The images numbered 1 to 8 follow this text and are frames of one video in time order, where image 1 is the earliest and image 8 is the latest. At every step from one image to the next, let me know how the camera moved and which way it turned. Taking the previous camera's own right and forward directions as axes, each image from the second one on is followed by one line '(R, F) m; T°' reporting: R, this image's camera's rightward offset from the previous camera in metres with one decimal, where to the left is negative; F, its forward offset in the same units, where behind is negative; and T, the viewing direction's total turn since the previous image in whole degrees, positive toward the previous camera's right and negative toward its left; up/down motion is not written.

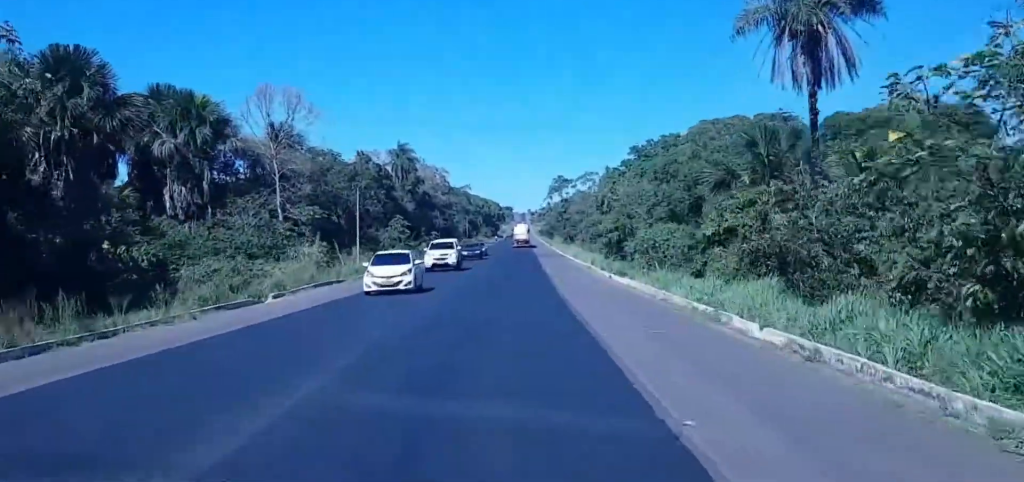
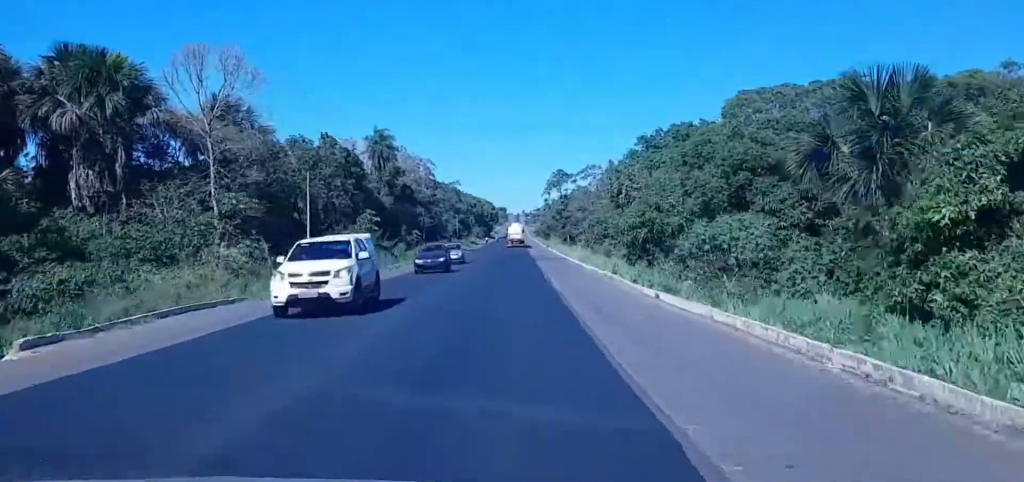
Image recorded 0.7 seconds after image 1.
(-0.6, +18.6) m; -1°
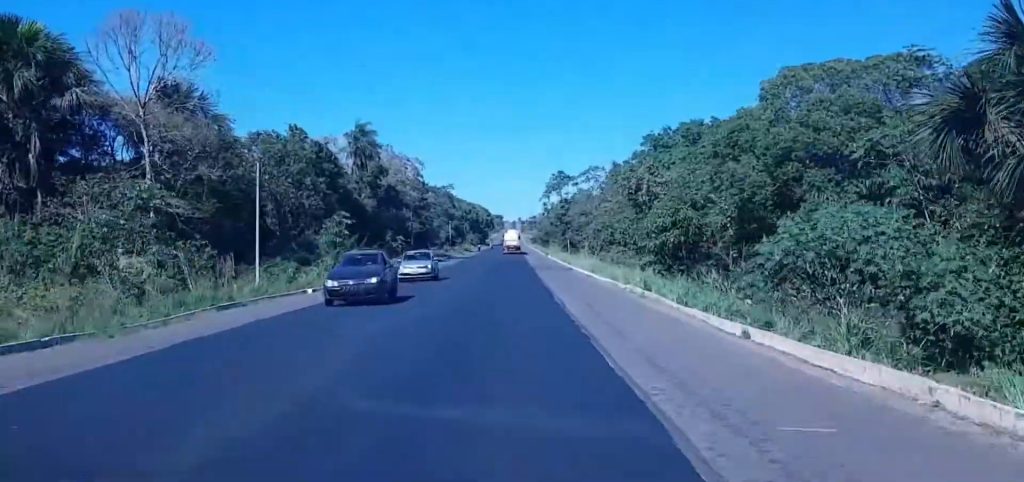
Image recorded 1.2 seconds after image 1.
(-0.2, +12.6) m; -1°
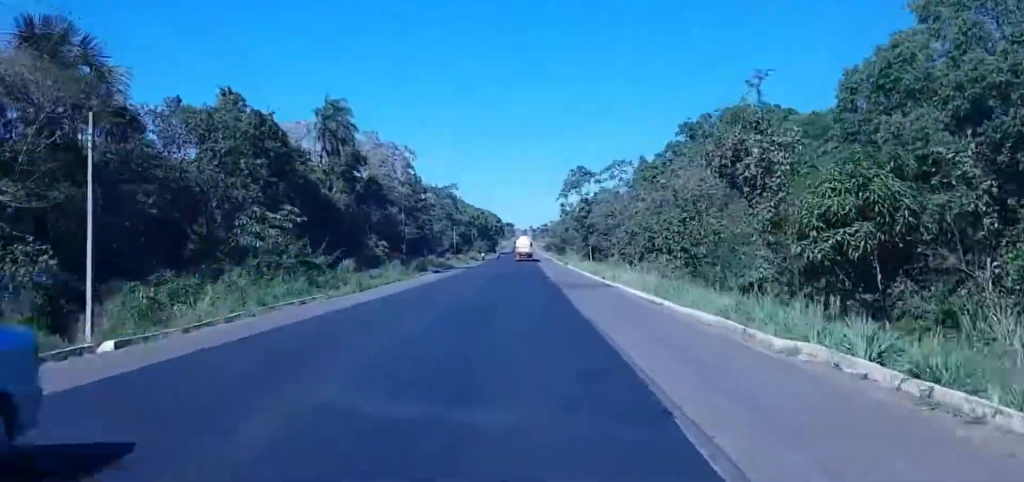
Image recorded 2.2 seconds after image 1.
(+0.2, +23.4) m; -1°
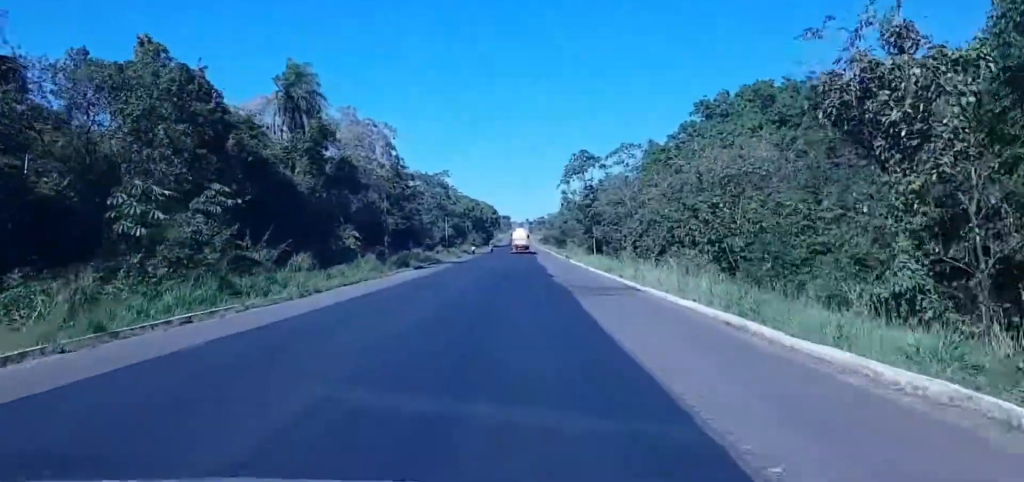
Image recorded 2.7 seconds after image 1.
(-0.2, +13.2) m; -1°
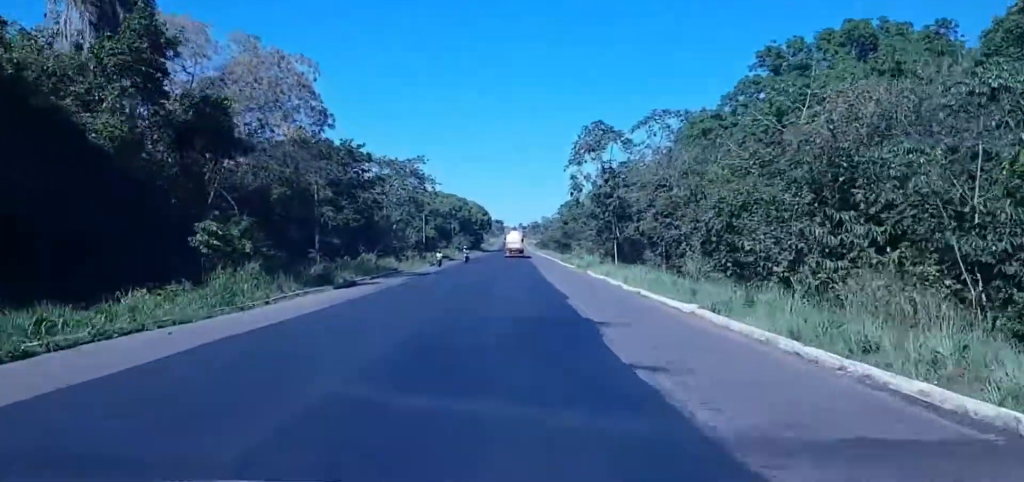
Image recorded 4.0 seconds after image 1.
(-0.2, +32.5) m; -1°
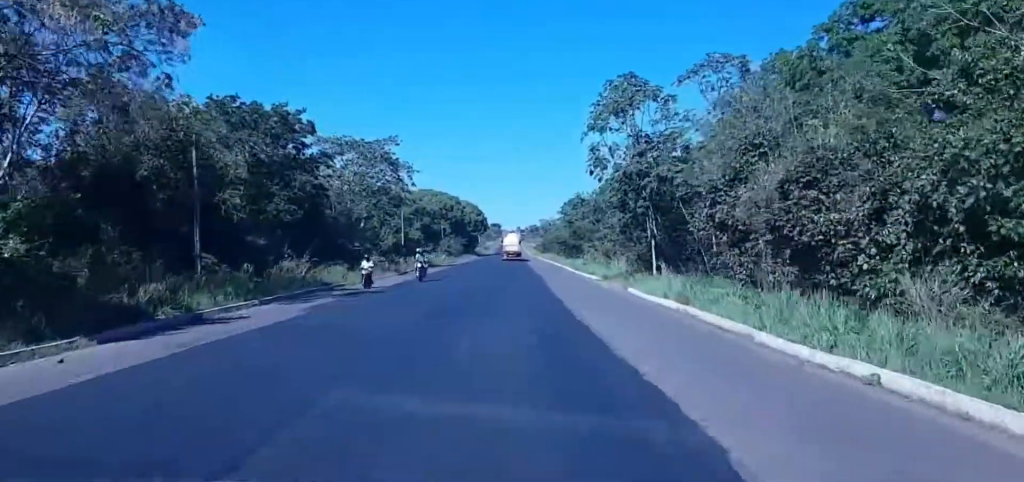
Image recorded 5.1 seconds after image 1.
(-0.2, +25.0) m; +1°
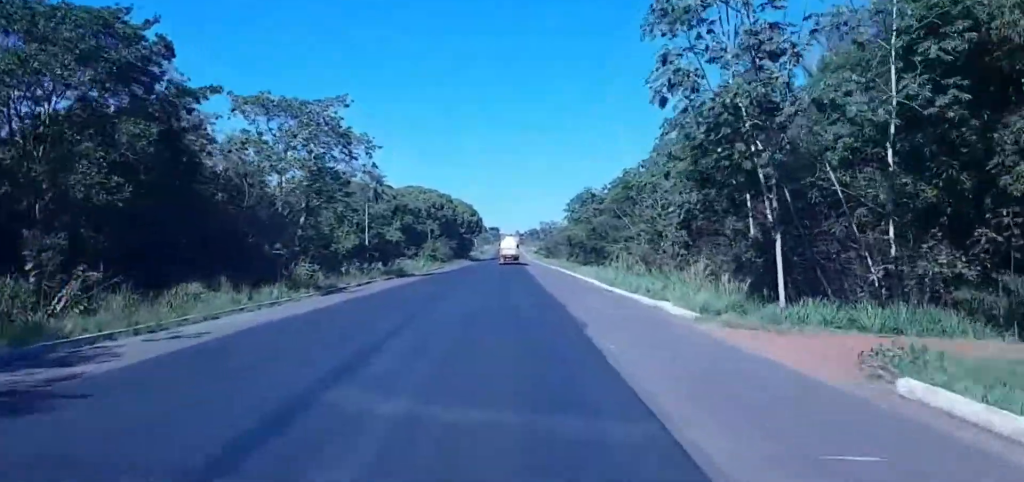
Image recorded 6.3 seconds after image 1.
(+0.3, +28.3) m; 0°
